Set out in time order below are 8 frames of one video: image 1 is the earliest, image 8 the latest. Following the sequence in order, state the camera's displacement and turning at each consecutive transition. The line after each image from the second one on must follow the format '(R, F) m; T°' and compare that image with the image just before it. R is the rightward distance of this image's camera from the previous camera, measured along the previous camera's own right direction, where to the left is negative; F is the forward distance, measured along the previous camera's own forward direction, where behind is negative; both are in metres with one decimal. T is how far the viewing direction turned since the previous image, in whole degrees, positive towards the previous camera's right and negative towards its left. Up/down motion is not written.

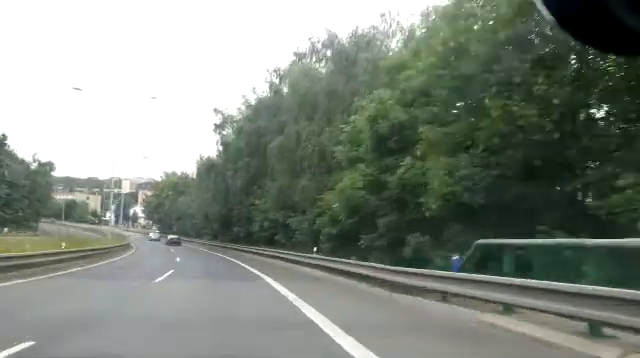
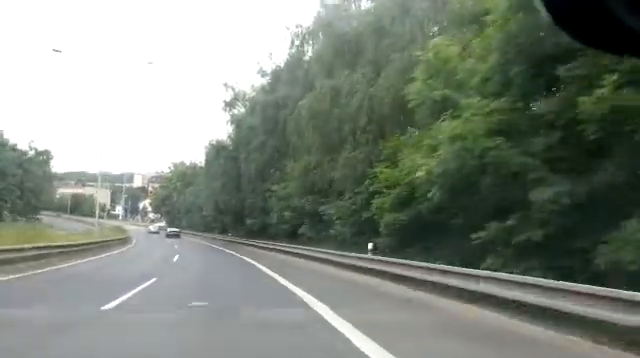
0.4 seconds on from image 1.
(+0.2, +7.6) m; -2°
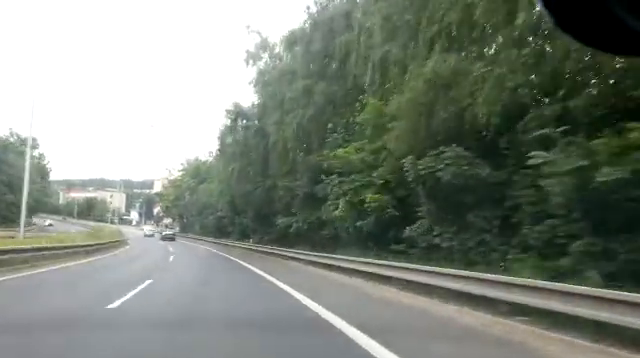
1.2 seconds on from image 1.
(-0.9, +15.2) m; -3°
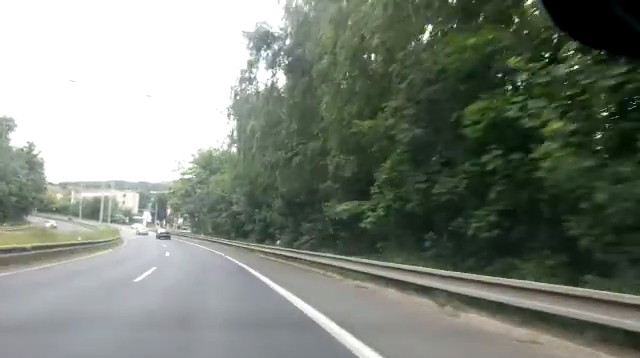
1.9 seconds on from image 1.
(-0.2, +12.7) m; -1°
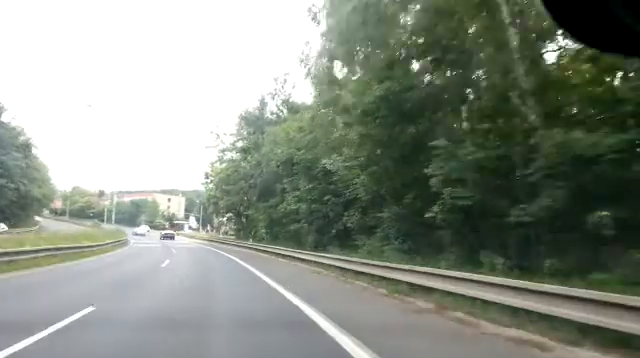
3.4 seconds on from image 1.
(0.0, +28.7) m; -5°
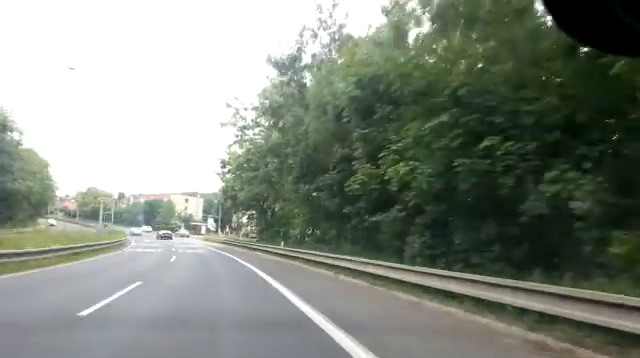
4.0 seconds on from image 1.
(-0.9, +12.7) m; -3°
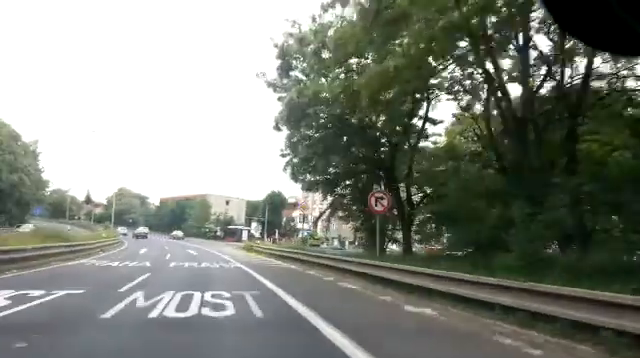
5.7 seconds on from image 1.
(-1.4, +31.9) m; -4°
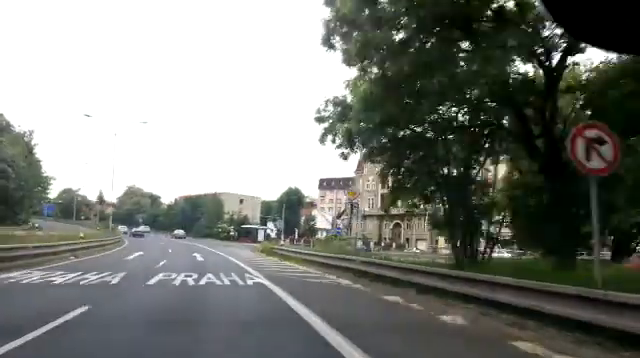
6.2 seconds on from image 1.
(+0.1, +8.6) m; -2°
